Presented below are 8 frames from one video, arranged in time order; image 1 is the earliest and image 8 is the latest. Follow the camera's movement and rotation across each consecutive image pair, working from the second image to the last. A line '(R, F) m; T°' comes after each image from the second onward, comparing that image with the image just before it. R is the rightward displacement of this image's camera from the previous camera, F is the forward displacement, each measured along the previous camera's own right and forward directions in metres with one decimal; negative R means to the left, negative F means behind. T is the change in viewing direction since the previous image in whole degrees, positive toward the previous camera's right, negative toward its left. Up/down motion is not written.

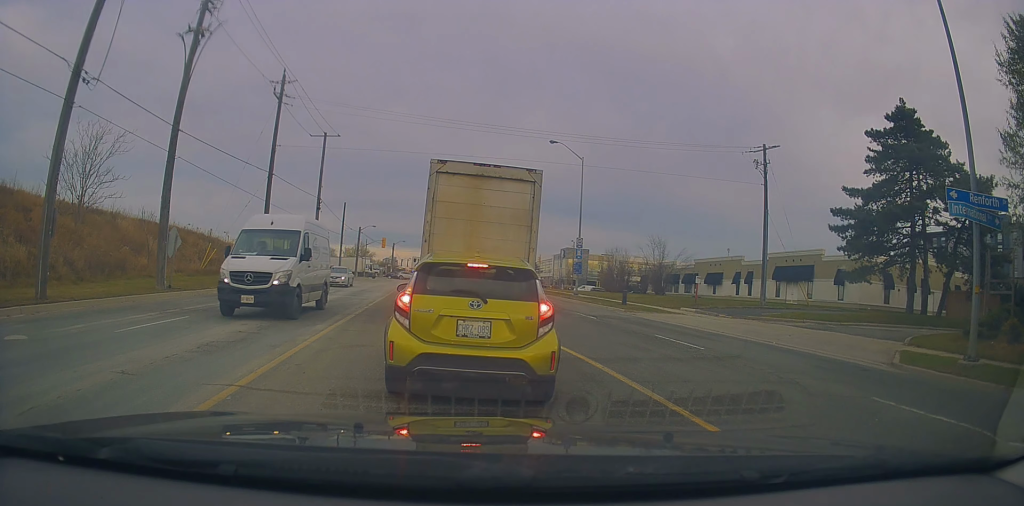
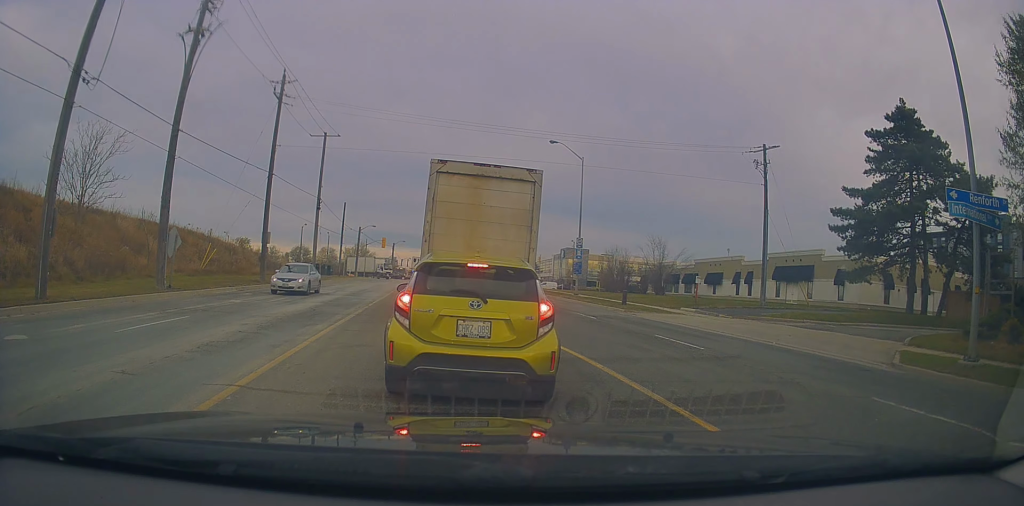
(0.0, 0.0) m; 0°
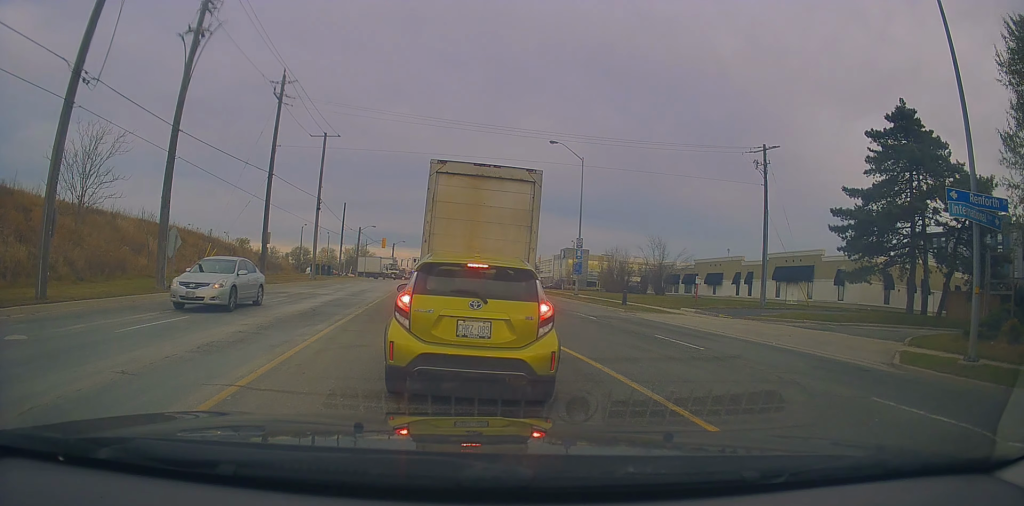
(0.0, 0.0) m; 0°
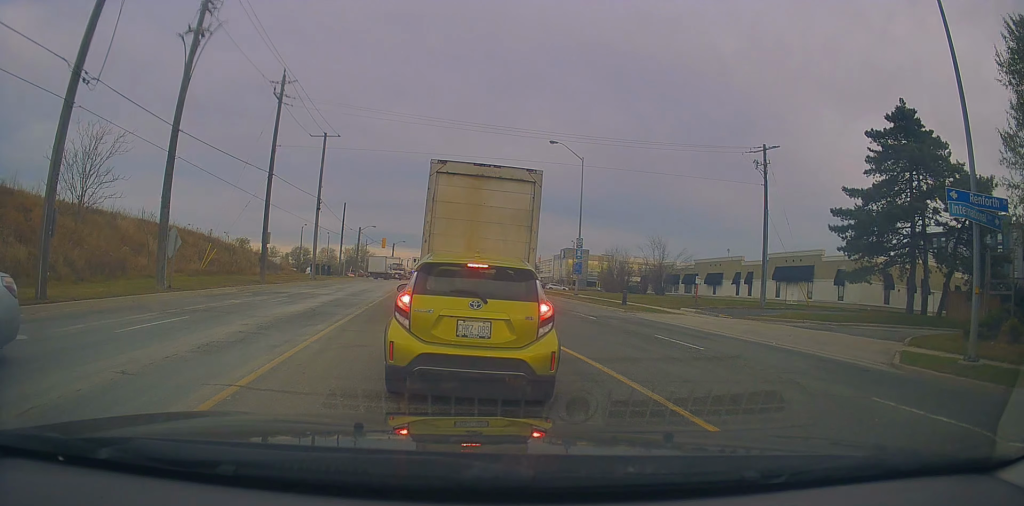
(0.0, 0.0) m; 0°
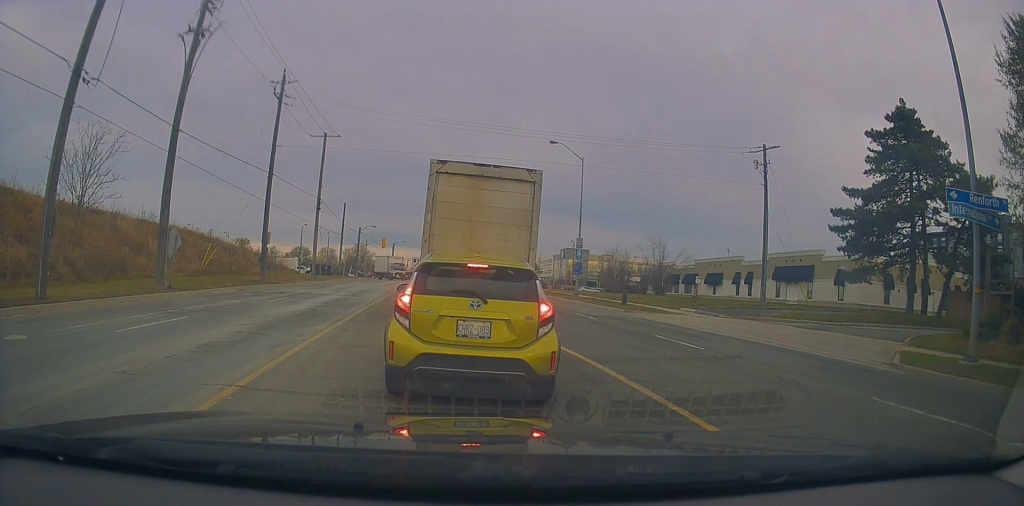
(0.0, 0.0) m; 0°
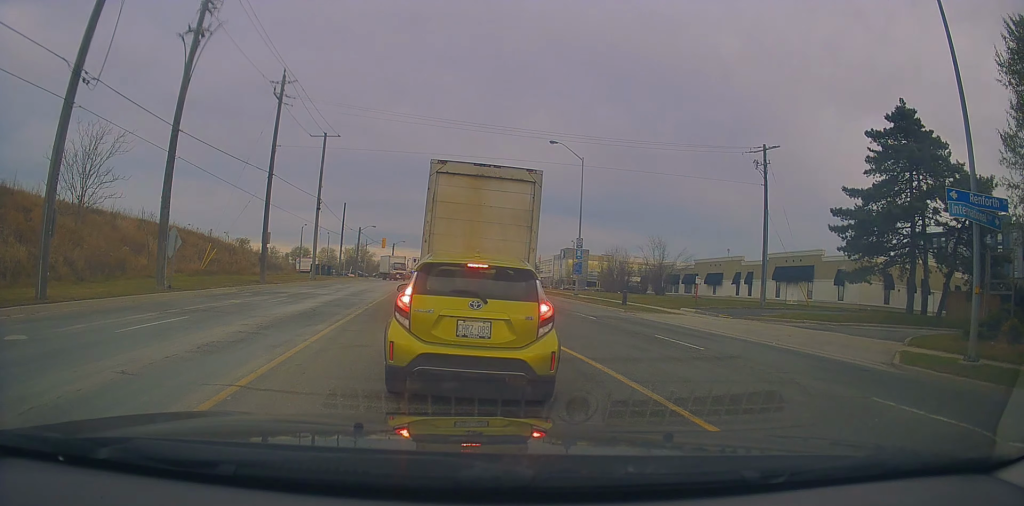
(0.0, 0.0) m; 0°
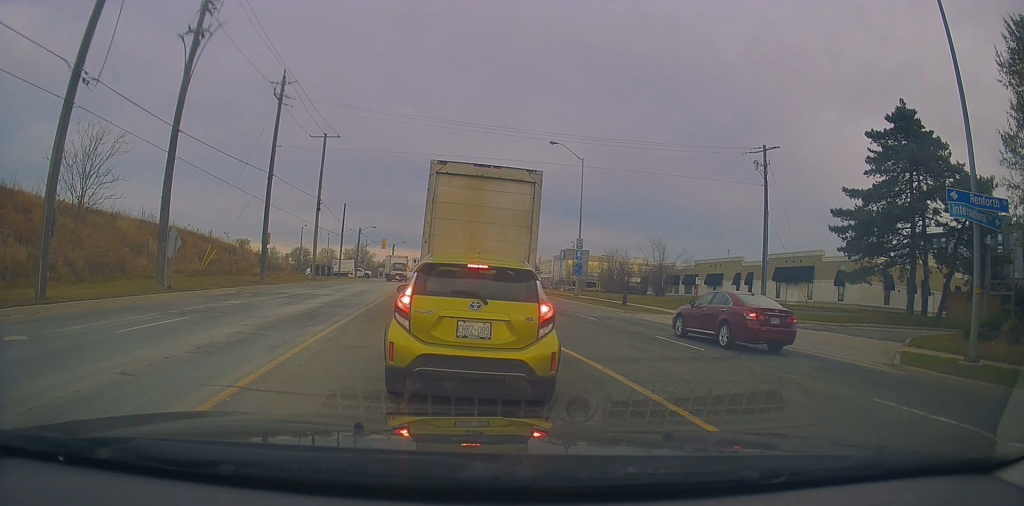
(0.0, 0.0) m; 0°
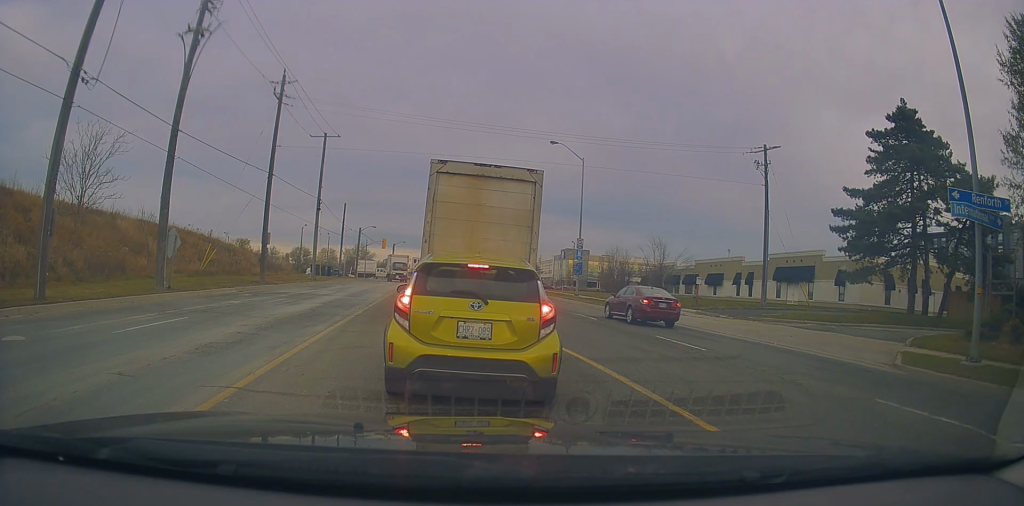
(0.0, 0.0) m; 0°
